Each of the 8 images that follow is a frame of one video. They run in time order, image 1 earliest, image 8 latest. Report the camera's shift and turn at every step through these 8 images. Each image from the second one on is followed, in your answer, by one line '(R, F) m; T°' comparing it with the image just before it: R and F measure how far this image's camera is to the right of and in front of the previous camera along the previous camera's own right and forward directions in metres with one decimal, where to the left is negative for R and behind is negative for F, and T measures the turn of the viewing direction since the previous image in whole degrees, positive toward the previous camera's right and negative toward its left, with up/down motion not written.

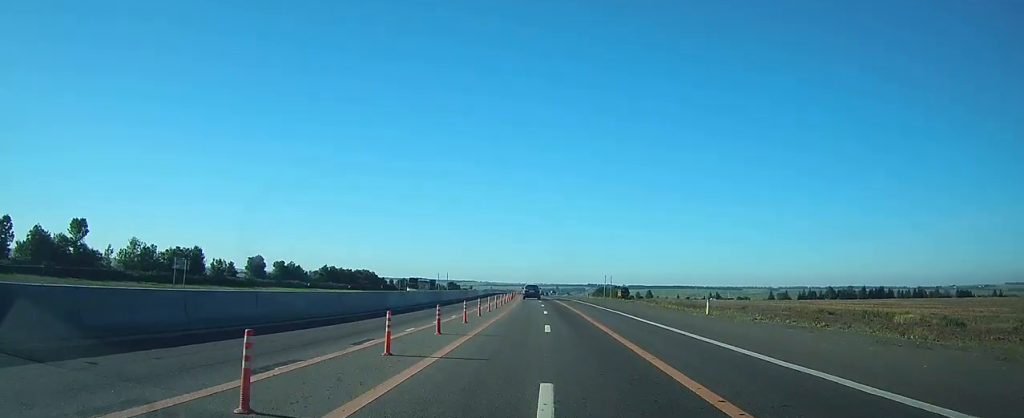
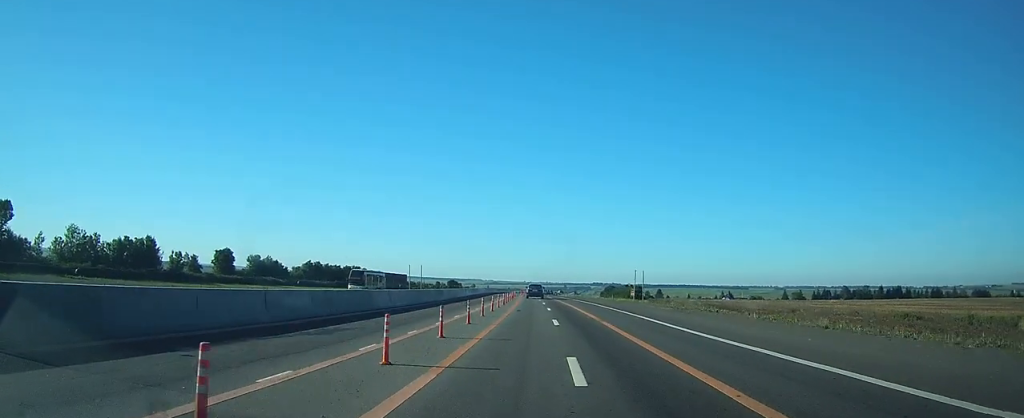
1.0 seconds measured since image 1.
(-0.2, +21.5) m; -1°
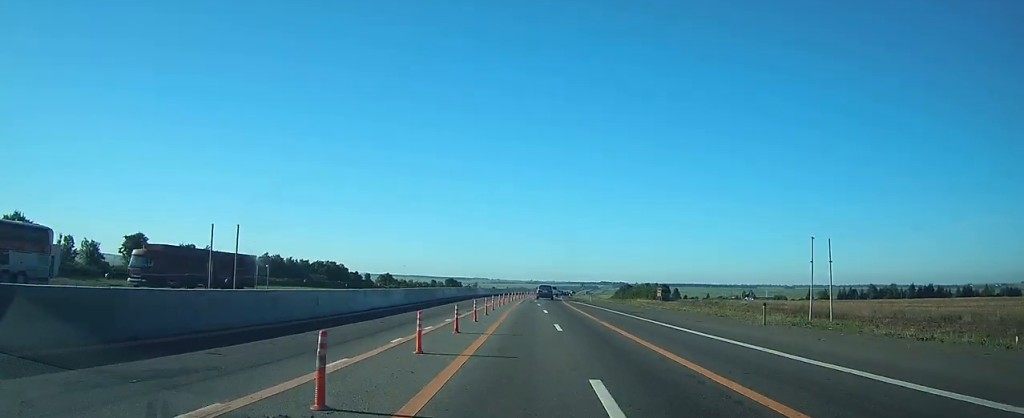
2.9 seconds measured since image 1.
(-0.3, +38.5) m; -1°
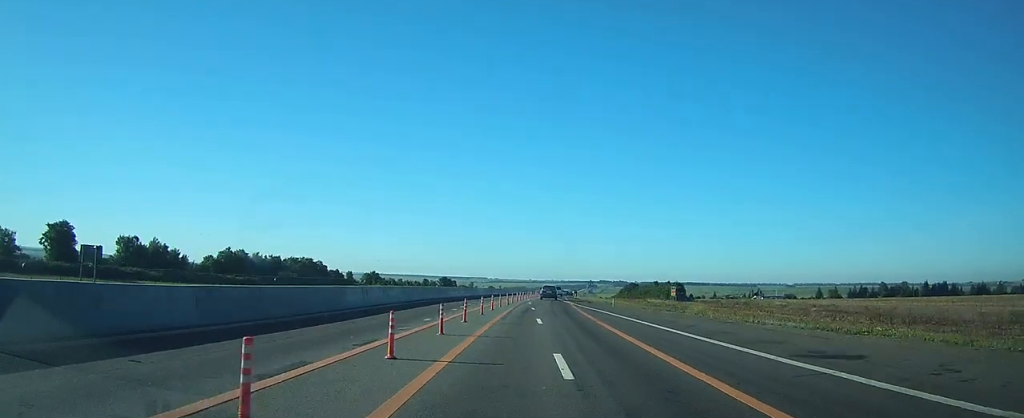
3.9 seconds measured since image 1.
(0.0, +21.0) m; 0°
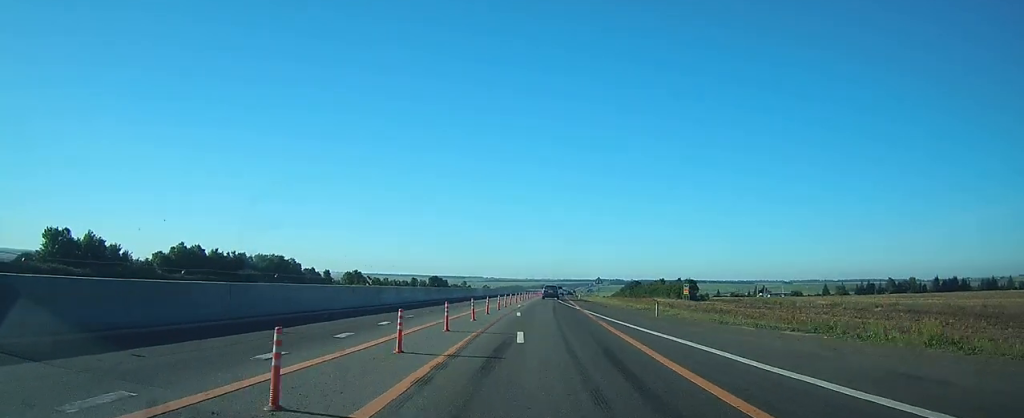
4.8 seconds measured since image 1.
(0.0, +18.9) m; 0°
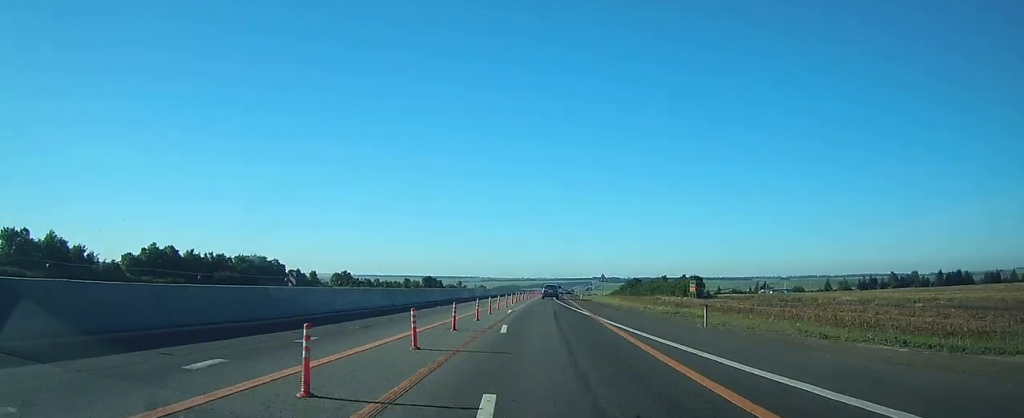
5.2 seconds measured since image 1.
(0.0, +9.1) m; 0°
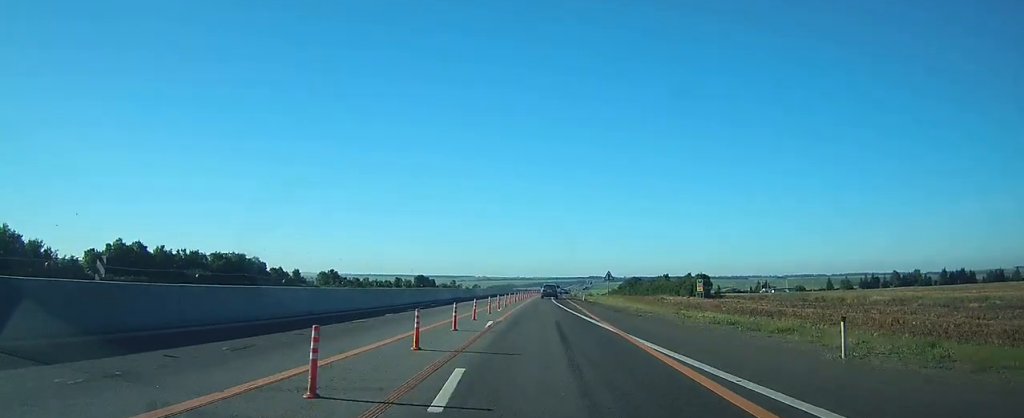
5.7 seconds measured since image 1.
(0.0, +9.8) m; 0°
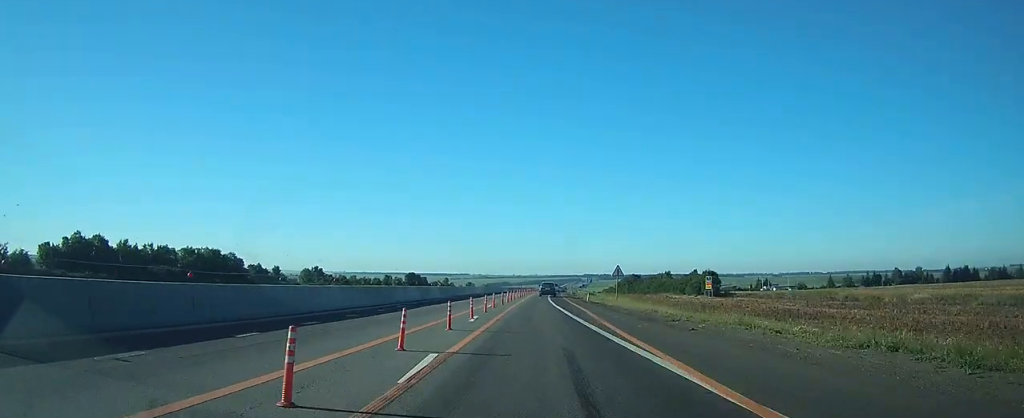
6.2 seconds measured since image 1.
(+0.1, +10.5) m; 0°
